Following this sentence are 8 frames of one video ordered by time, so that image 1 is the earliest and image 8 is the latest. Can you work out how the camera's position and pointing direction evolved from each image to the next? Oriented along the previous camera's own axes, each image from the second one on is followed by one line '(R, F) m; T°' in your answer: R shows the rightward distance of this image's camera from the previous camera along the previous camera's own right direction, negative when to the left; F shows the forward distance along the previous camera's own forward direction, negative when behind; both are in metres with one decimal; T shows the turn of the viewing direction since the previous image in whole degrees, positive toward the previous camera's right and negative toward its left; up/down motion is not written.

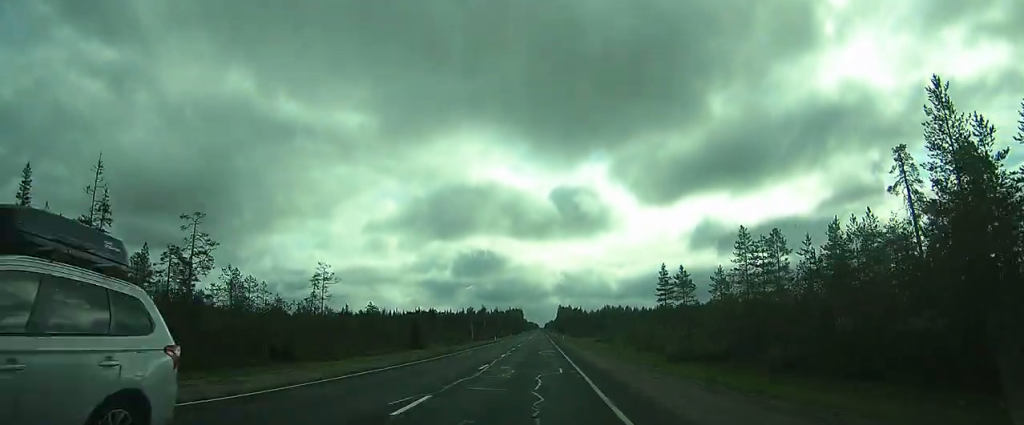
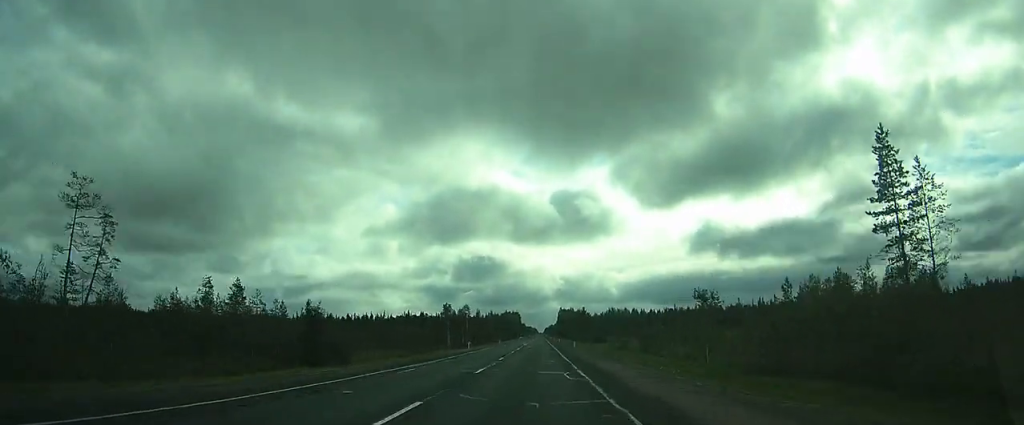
(-0.4, +37.5) m; 0°
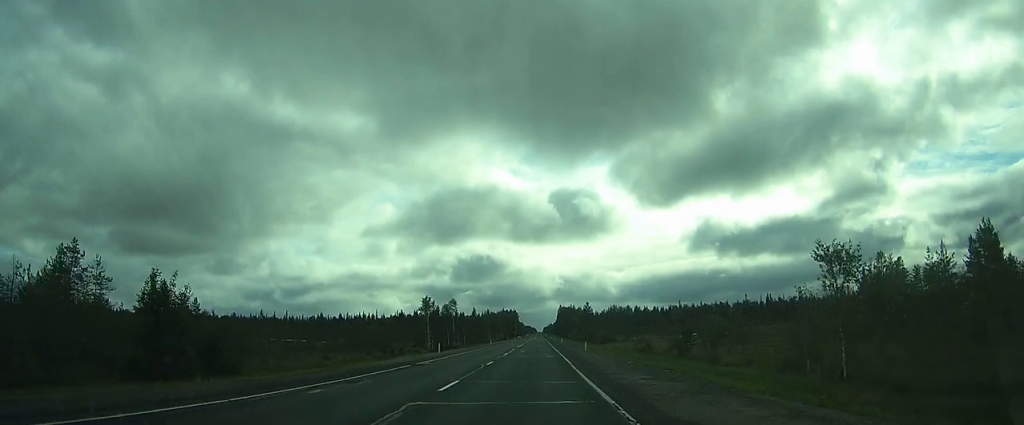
(+0.1, +20.2) m; +1°
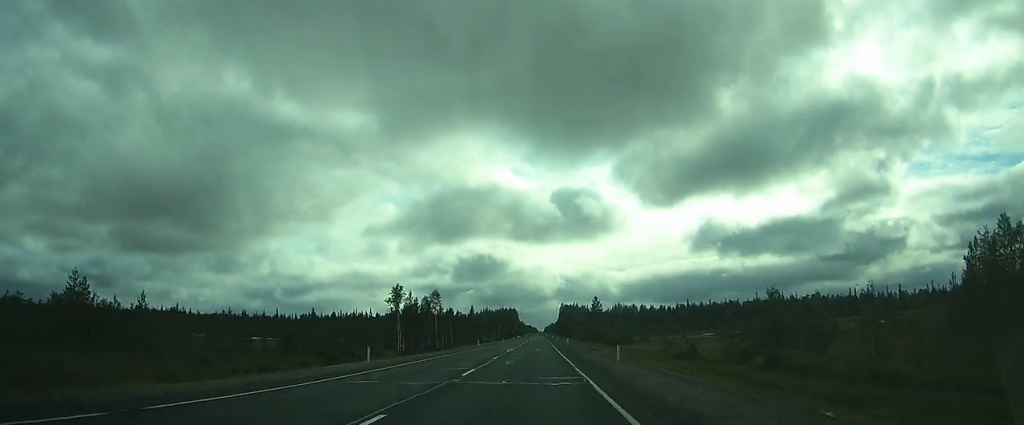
(+0.3, +21.5) m; +1°
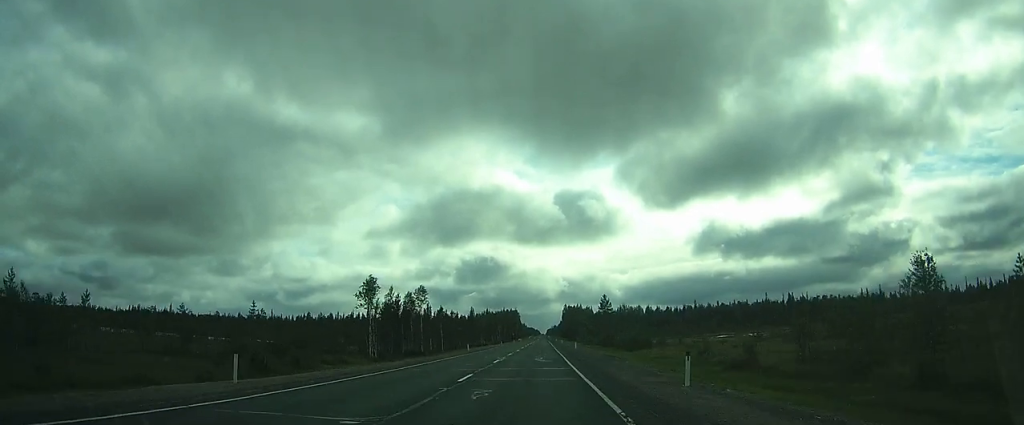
(+0.1, +13.8) m; +1°
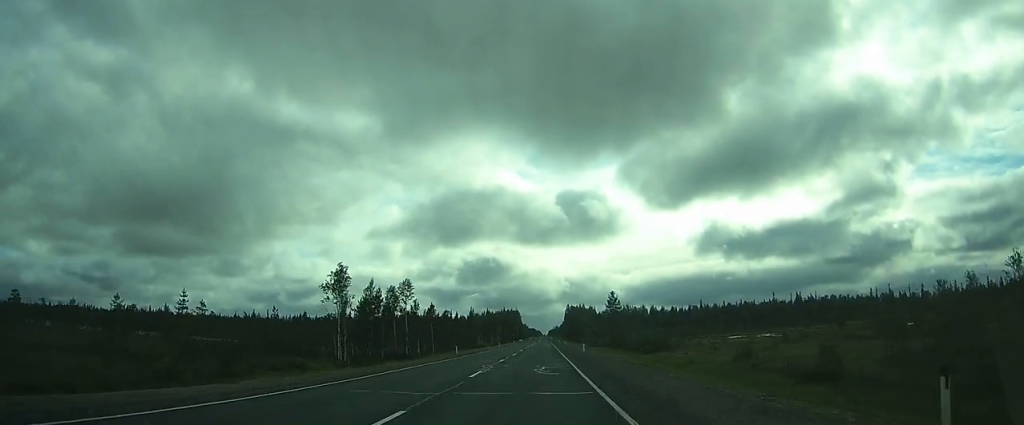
(0.0, +10.3) m; 0°
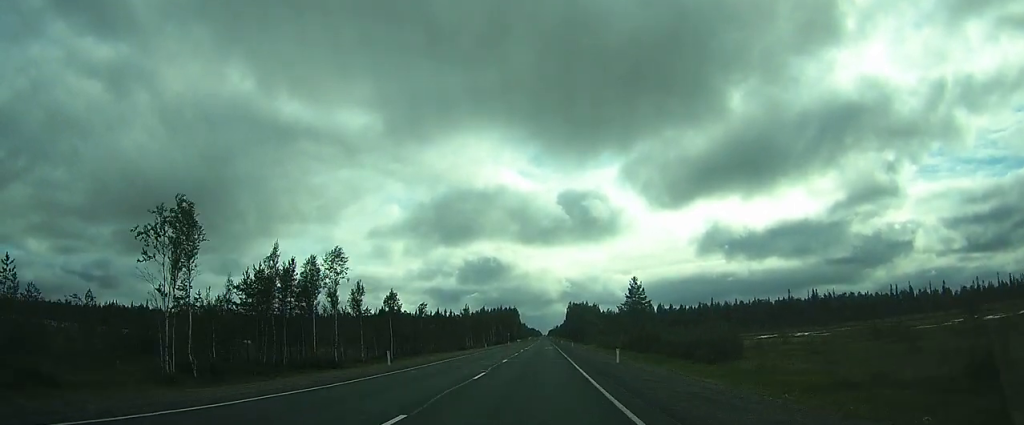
(+0.1, +24.9) m; 0°
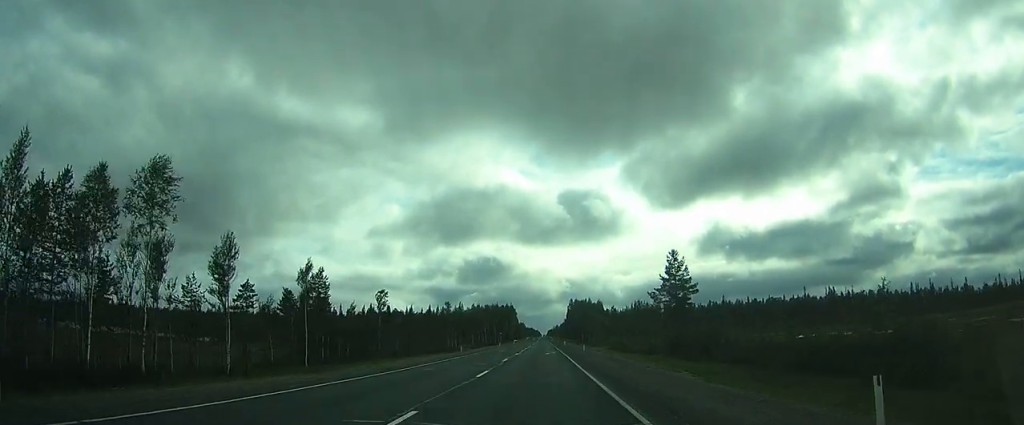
(-0.3, +23.6) m; -2°
